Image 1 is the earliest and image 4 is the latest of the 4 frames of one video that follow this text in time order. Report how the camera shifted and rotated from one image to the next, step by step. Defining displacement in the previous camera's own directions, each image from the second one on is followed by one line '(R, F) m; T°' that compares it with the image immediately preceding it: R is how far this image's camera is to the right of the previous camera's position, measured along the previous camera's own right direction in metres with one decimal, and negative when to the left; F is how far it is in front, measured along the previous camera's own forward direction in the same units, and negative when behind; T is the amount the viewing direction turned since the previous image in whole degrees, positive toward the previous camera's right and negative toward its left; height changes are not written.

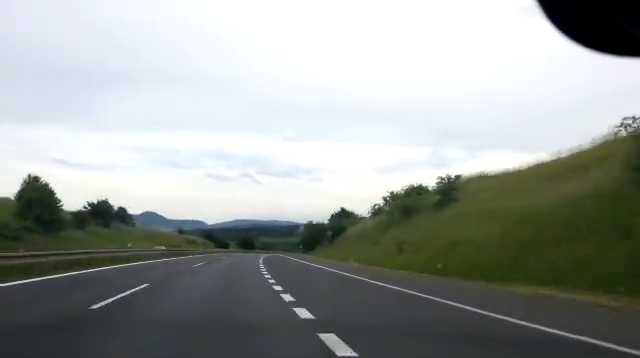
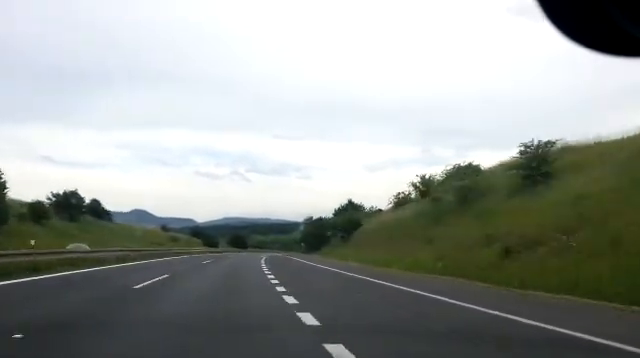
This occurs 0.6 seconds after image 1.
(+0.2, +14.8) m; +1°
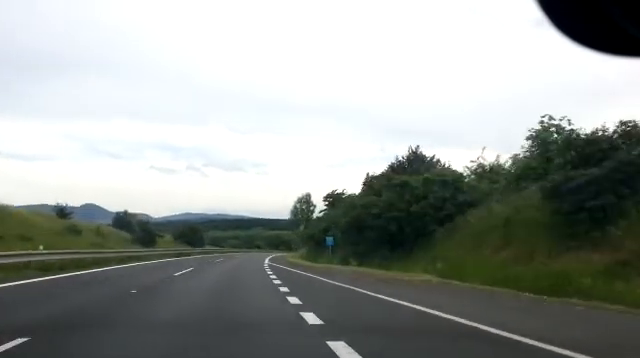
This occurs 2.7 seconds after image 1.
(+1.5, +49.3) m; +4°
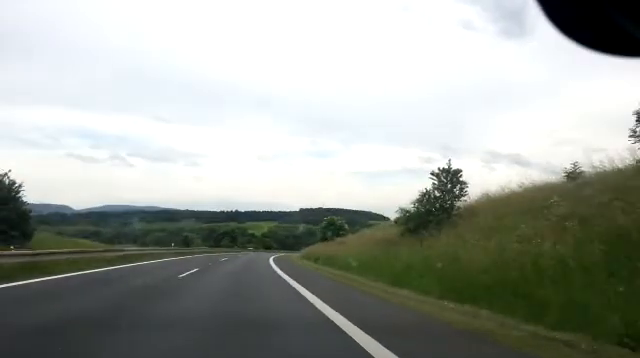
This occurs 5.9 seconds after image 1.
(+4.4, +75.4) m; +8°
